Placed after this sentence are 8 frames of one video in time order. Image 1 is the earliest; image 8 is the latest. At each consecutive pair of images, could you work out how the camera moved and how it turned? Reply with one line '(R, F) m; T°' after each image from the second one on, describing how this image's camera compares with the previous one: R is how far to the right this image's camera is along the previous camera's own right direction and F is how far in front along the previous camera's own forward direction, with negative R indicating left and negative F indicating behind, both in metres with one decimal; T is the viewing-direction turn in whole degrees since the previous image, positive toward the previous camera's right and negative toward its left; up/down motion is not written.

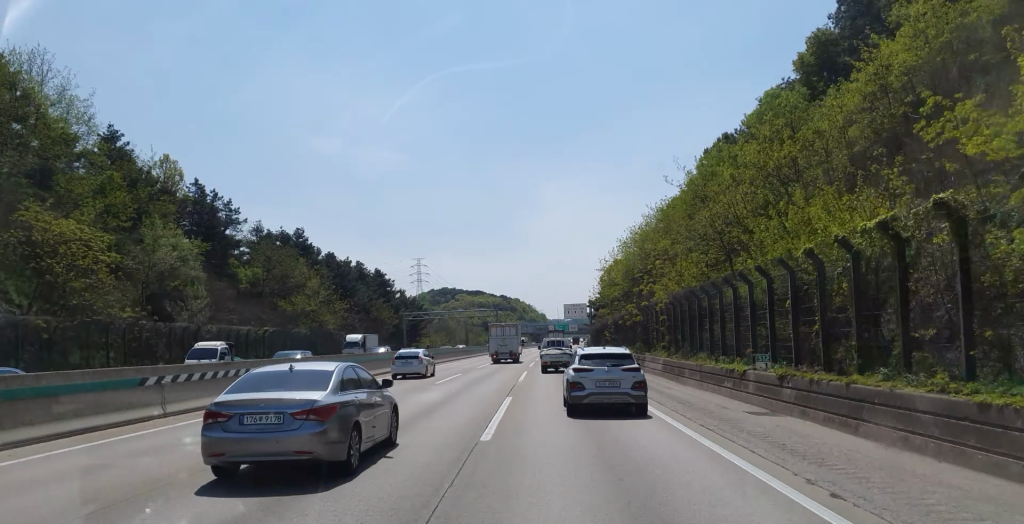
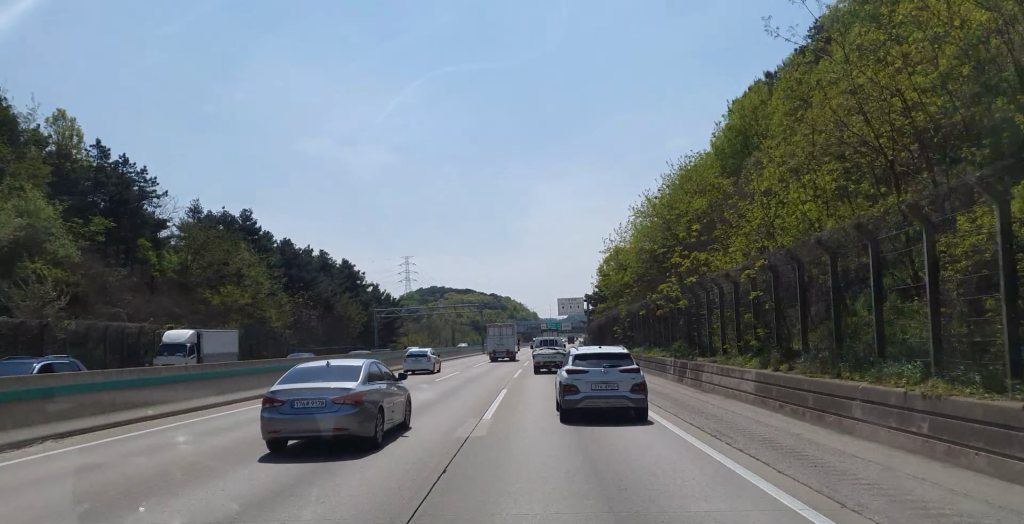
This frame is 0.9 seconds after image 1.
(+0.2, +17.6) m; +1°
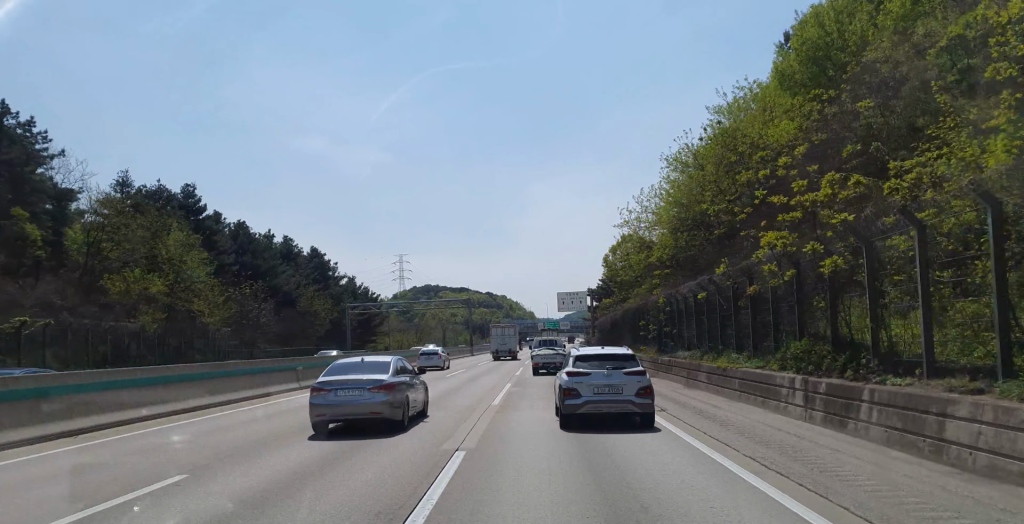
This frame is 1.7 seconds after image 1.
(+0.1, +15.9) m; 0°
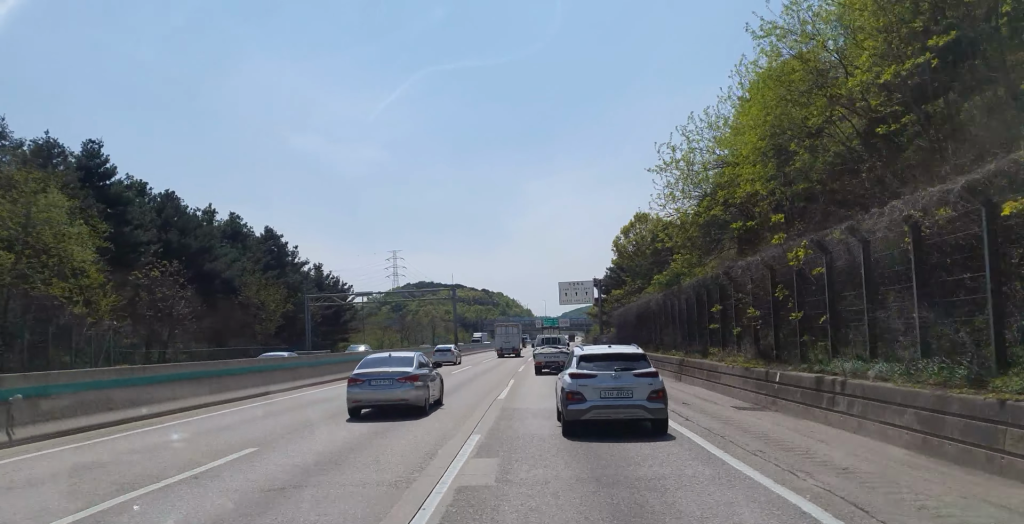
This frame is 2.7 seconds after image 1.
(0.0, +17.6) m; +1°
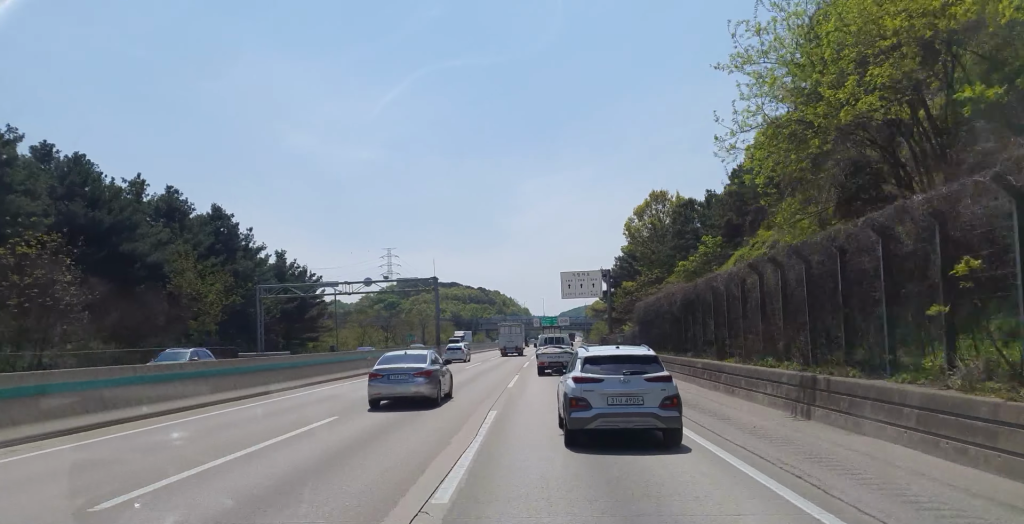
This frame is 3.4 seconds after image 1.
(+0.2, +14.3) m; 0°
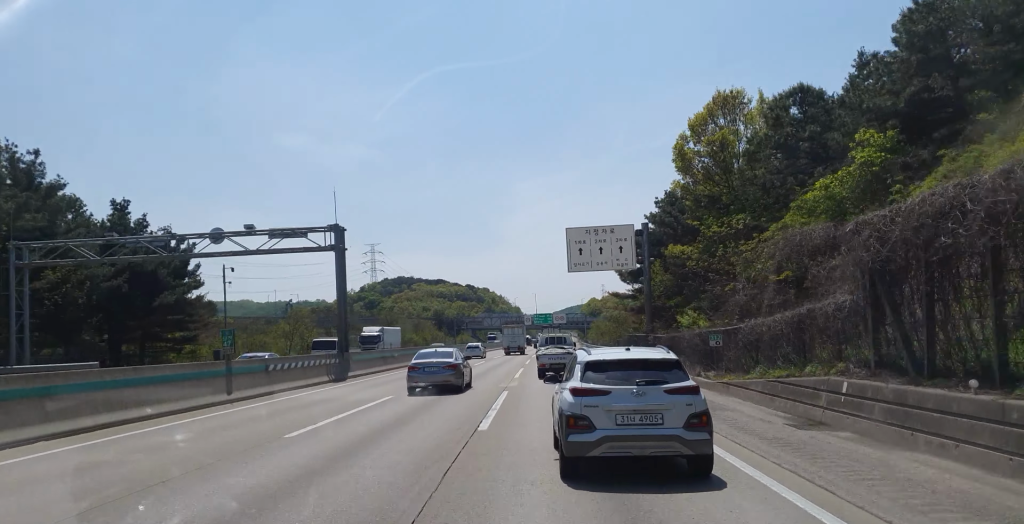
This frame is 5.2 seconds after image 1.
(0.0, +32.6) m; 0°
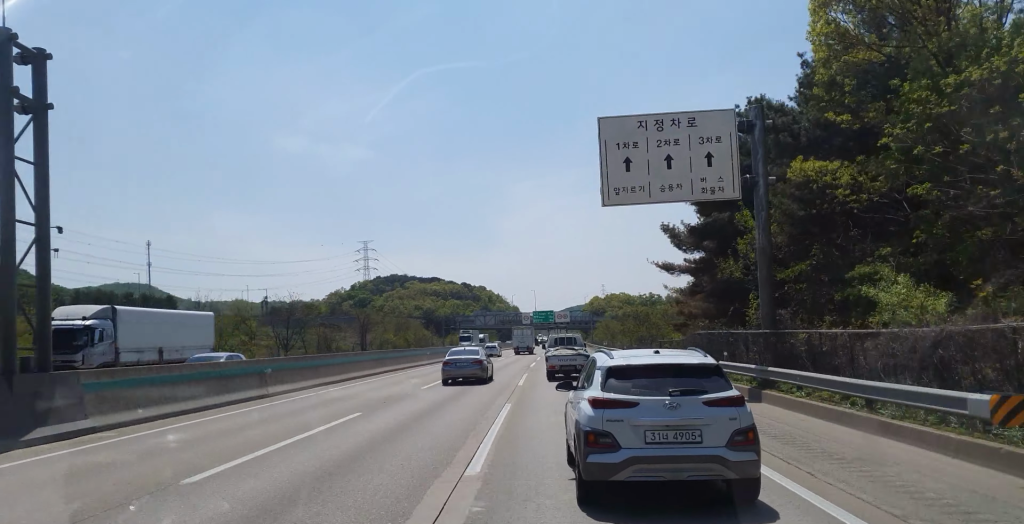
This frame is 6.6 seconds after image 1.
(-0.3, +24.5) m; -2°
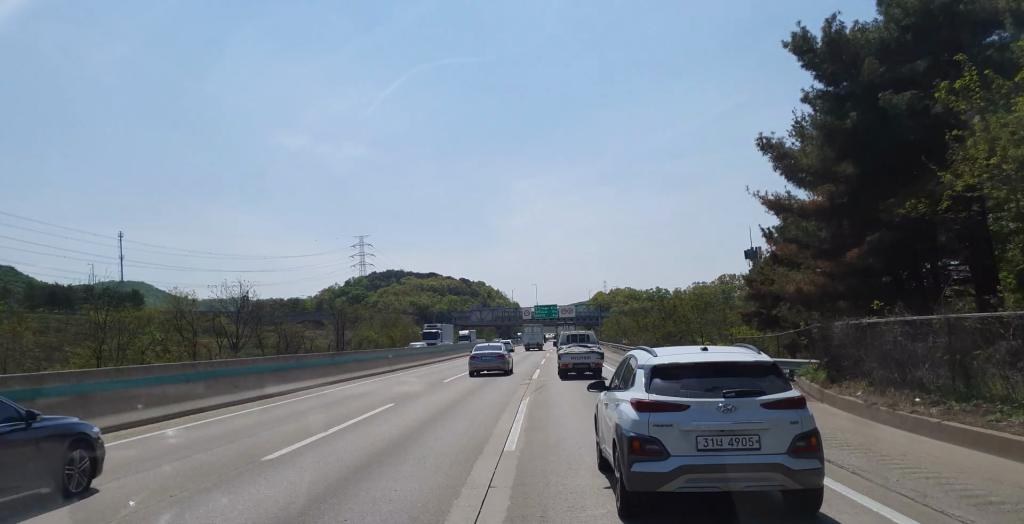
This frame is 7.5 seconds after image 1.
(0.0, +17.1) m; -1°
